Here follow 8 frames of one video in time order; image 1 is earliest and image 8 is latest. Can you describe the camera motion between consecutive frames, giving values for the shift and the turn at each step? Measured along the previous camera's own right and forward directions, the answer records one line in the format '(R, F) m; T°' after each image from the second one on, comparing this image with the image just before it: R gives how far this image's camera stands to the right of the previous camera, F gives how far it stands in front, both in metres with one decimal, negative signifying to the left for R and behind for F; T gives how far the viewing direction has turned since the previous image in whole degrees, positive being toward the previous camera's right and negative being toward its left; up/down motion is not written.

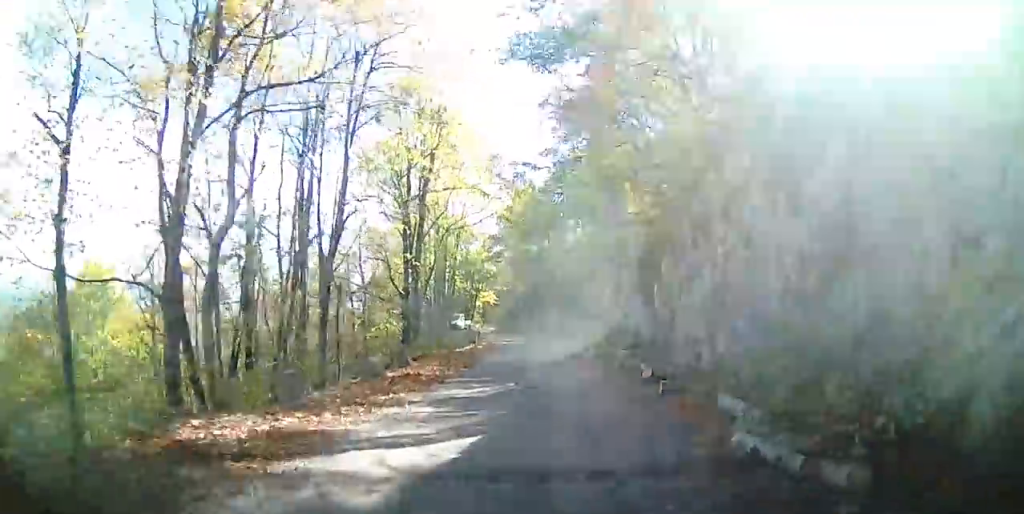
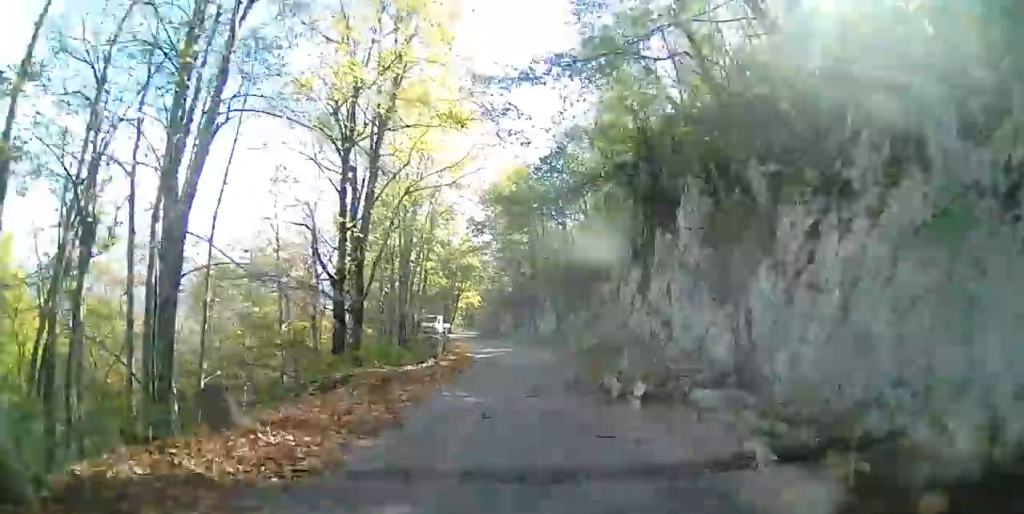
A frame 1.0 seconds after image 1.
(0.0, +9.2) m; -1°
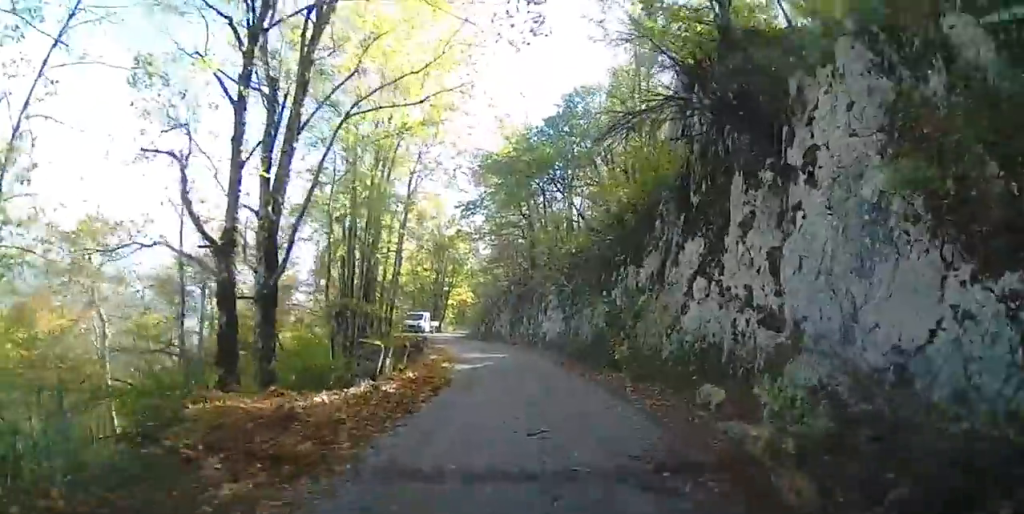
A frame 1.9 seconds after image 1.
(-0.4, +7.9) m; +4°
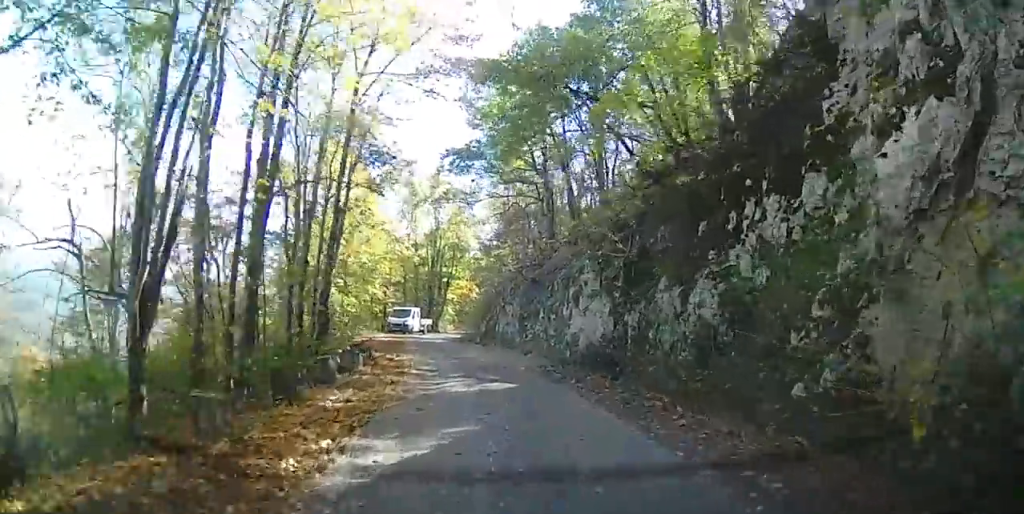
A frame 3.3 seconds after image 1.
(+0.8, +12.9) m; -3°
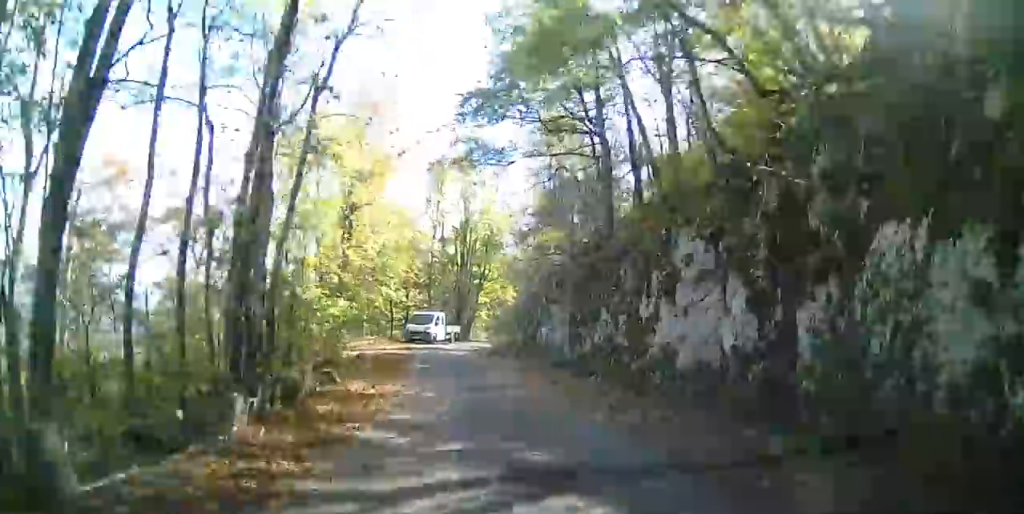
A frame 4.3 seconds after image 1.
(-0.6, +8.3) m; -2°
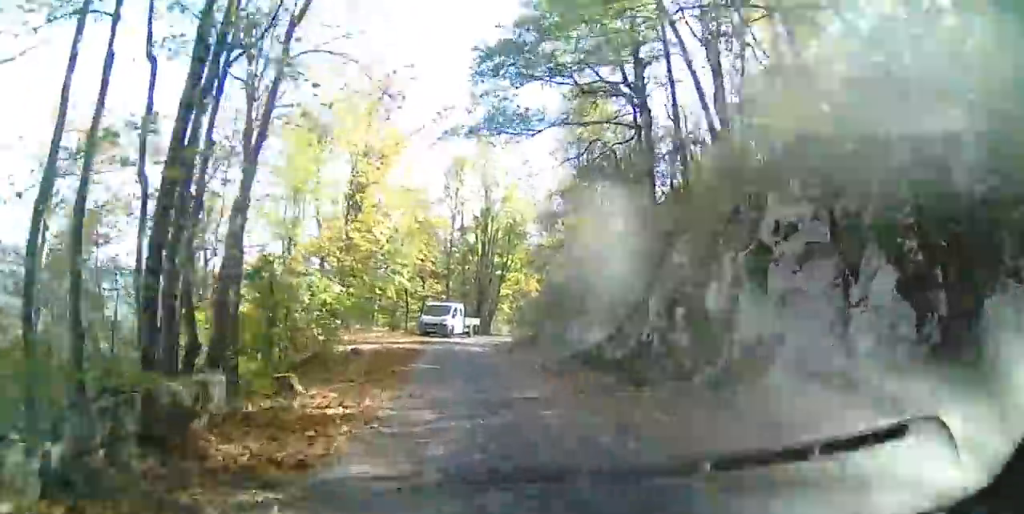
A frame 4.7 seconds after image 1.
(-0.1, +3.6) m; +2°
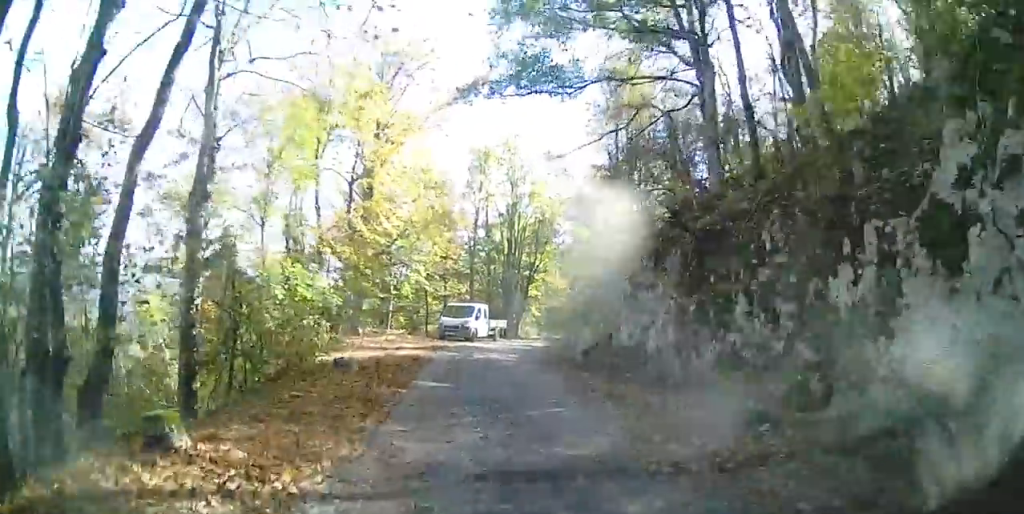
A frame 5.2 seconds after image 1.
(+0.2, +4.0) m; 0°
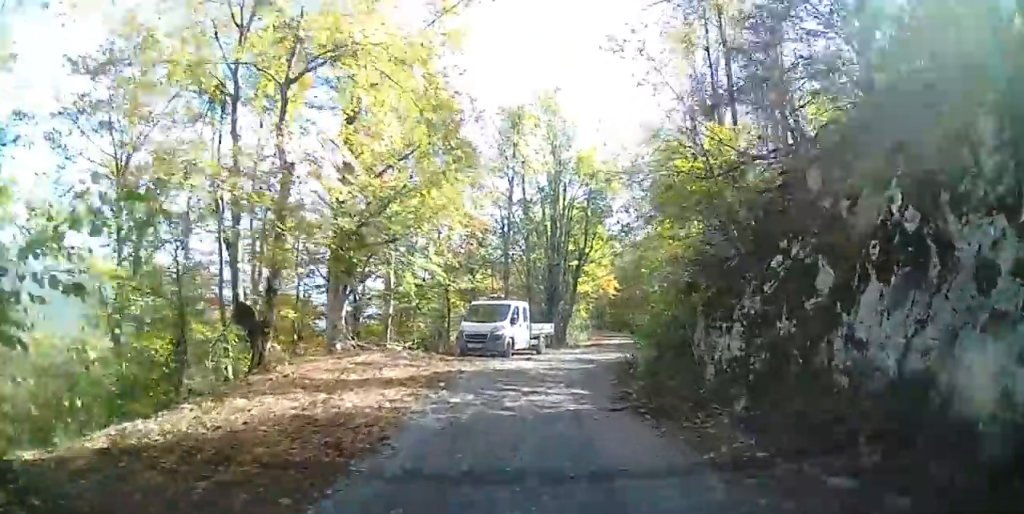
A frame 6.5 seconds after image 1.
(-0.2, +10.3) m; -5°
